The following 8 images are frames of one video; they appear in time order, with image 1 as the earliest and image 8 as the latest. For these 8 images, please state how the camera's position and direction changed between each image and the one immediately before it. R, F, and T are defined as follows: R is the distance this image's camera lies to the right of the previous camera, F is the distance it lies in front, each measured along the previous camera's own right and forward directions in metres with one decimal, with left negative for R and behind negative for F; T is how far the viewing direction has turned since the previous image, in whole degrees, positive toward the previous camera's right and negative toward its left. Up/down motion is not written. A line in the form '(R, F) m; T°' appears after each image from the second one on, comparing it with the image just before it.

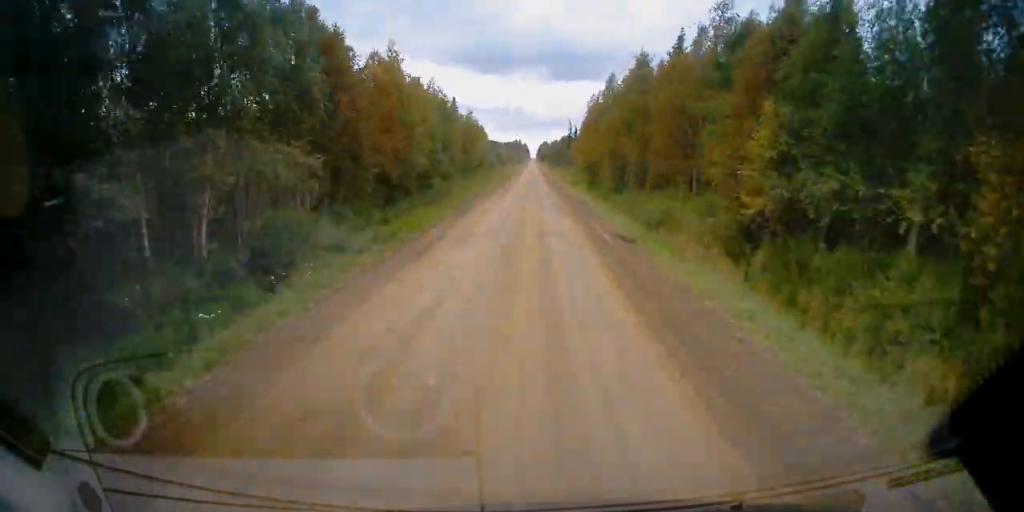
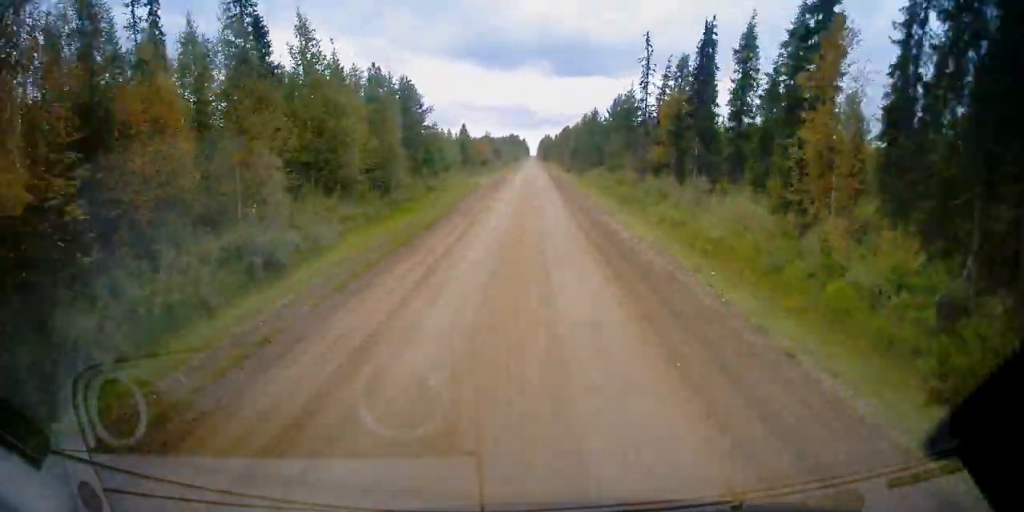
(+1.1, +84.0) m; +1°
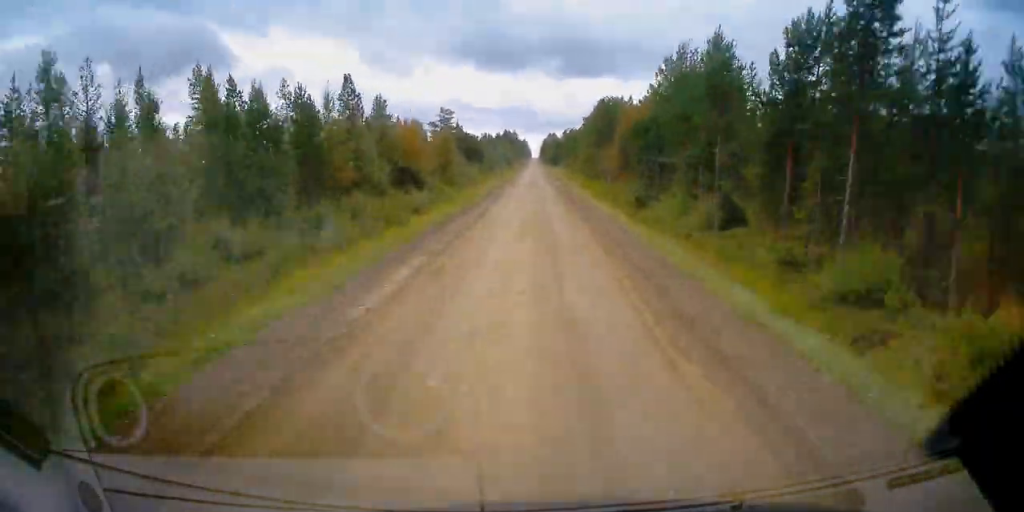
(-0.2, +70.4) m; 0°
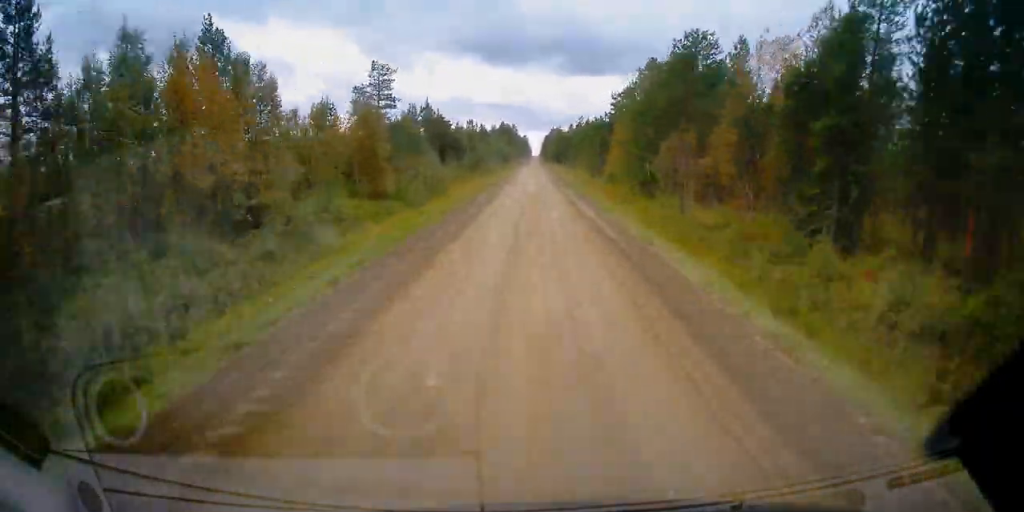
(+0.1, +31.6) m; 0°
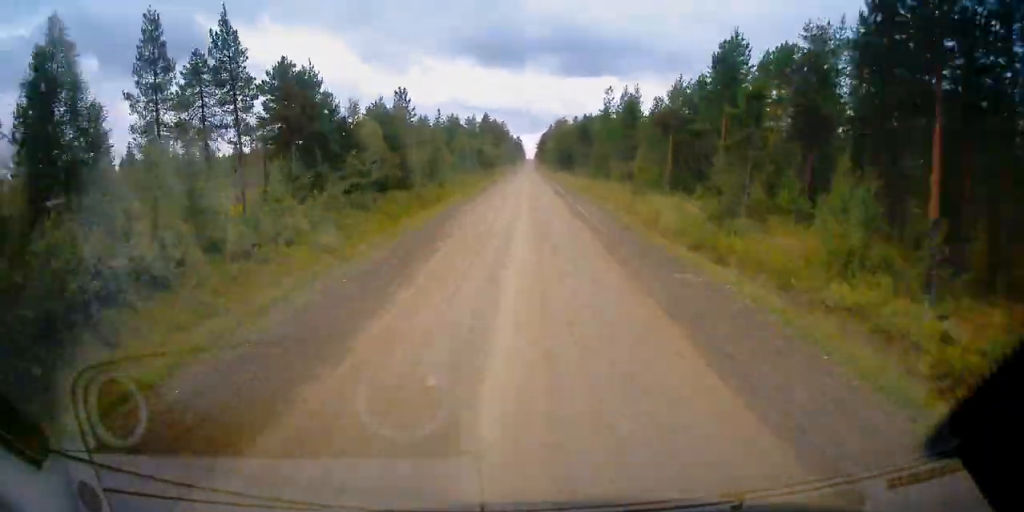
(-0.3, +48.4) m; 0°
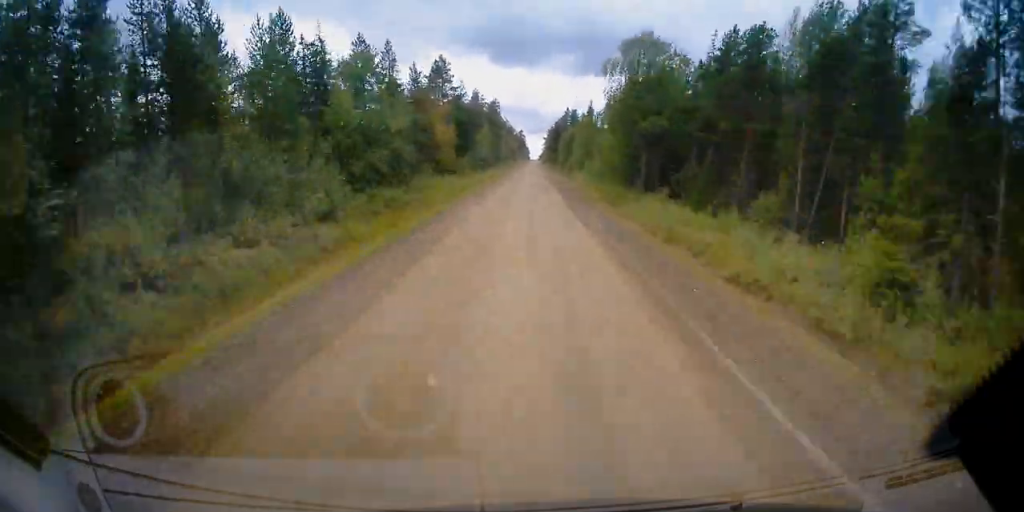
(+0.2, +79.4) m; +1°
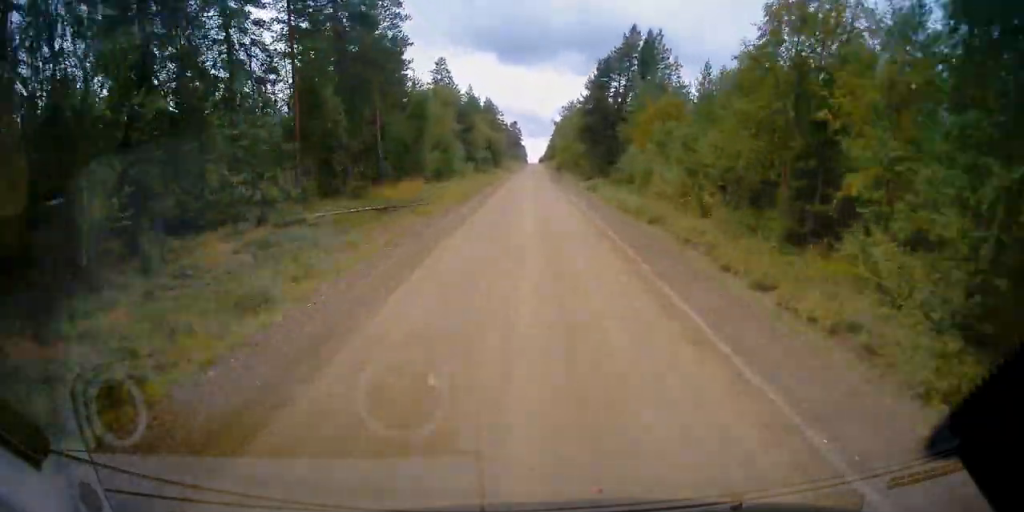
(+0.9, +105.8) m; +1°
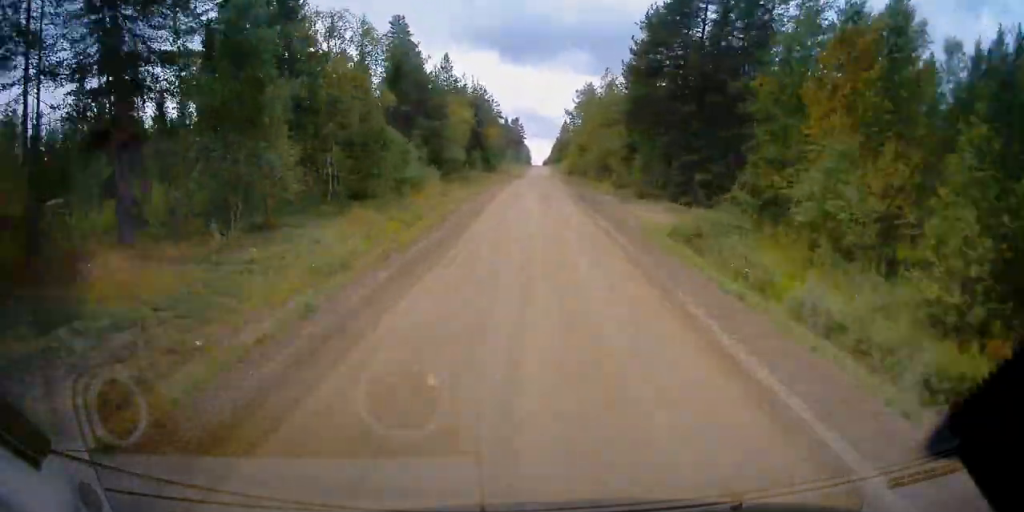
(+0.1, +28.7) m; 0°
